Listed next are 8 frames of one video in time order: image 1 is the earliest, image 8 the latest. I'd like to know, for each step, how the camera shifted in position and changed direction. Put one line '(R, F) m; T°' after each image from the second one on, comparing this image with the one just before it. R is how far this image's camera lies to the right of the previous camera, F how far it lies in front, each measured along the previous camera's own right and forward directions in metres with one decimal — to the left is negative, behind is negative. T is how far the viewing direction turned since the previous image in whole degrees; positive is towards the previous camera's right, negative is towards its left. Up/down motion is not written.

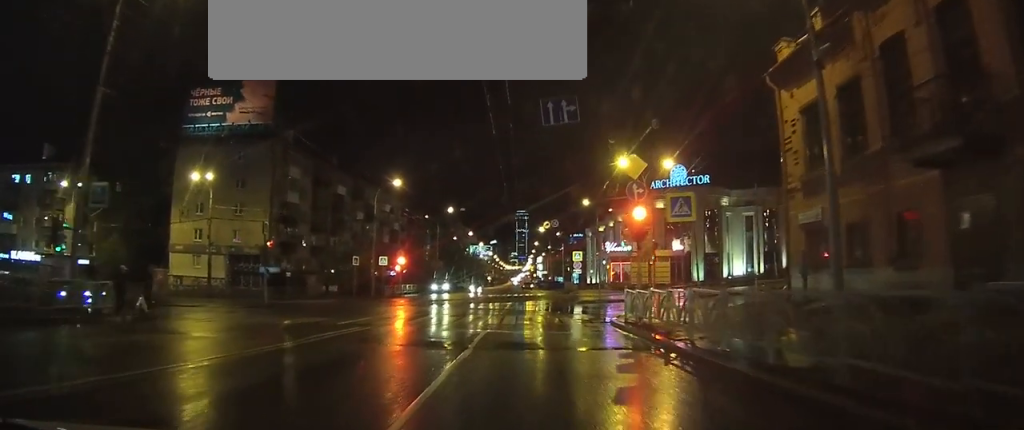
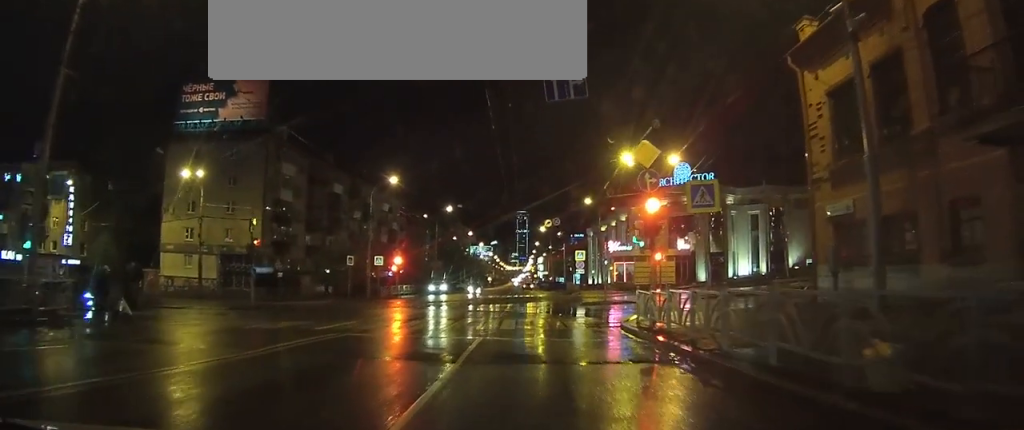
(0.0, +1.8) m; -1°
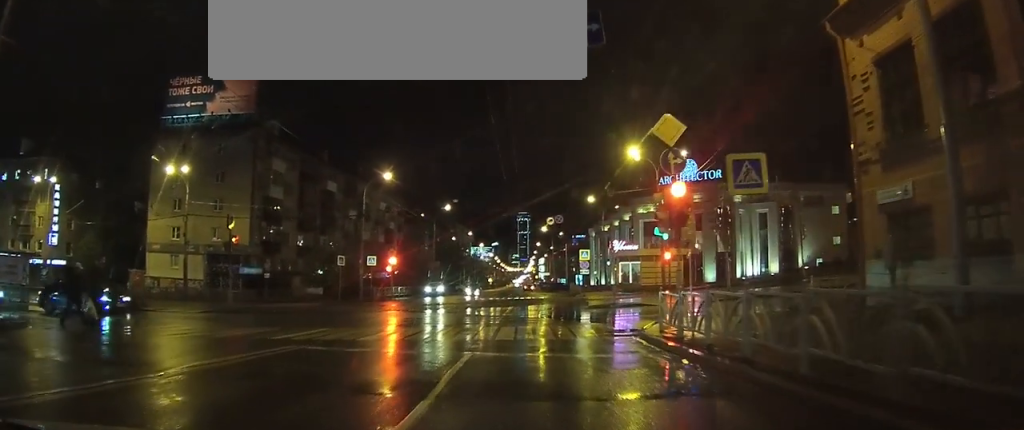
(0.0, +2.6) m; -2°
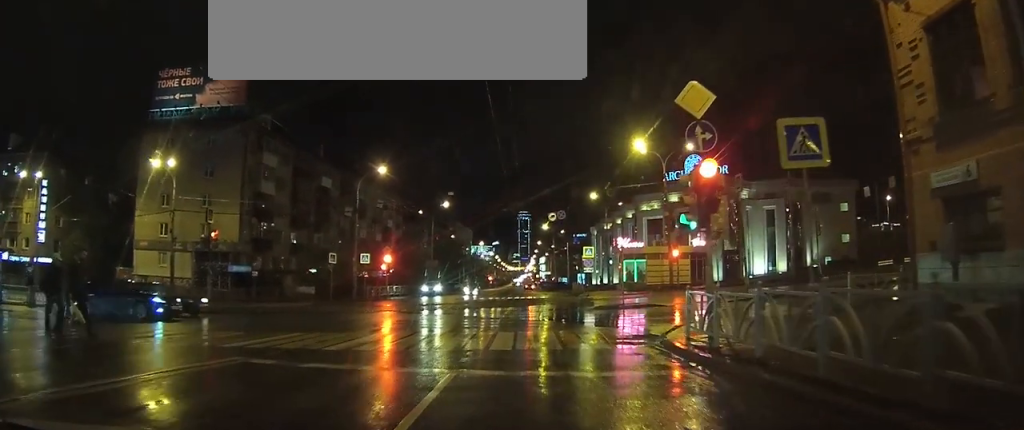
(-0.1, +2.0) m; -3°
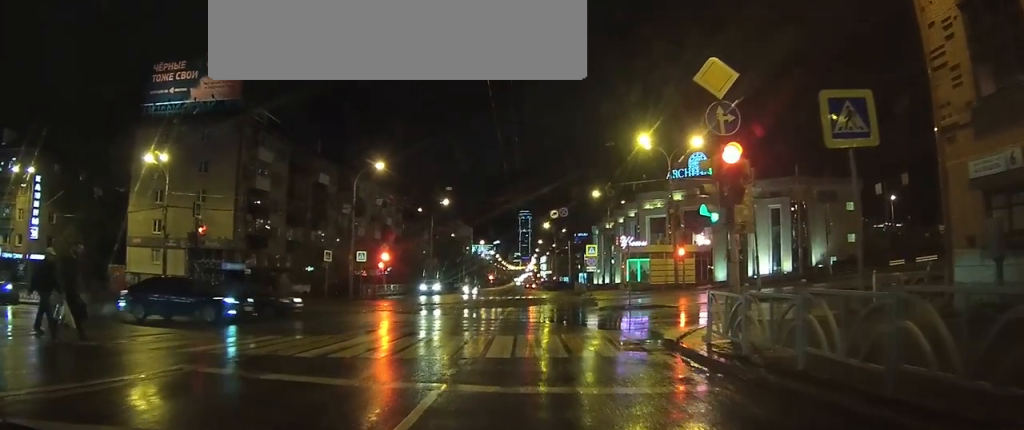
(0.0, +1.1) m; -1°
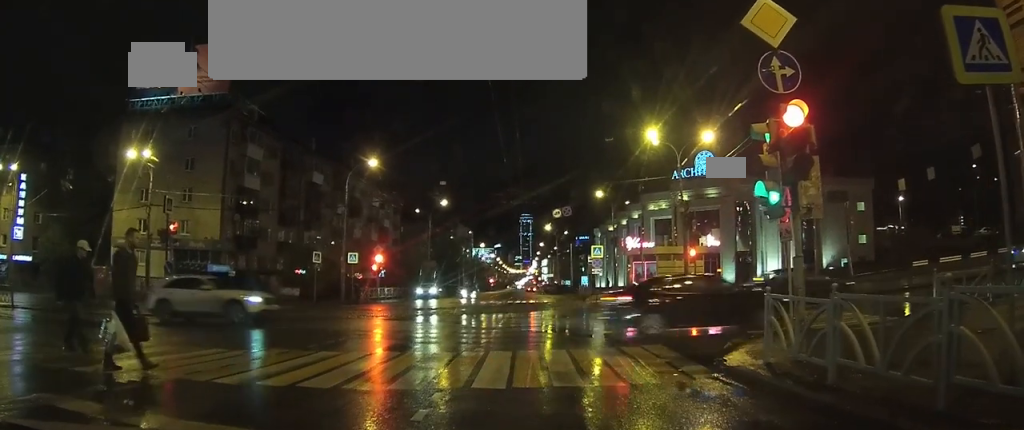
(-0.4, +1.7) m; 0°
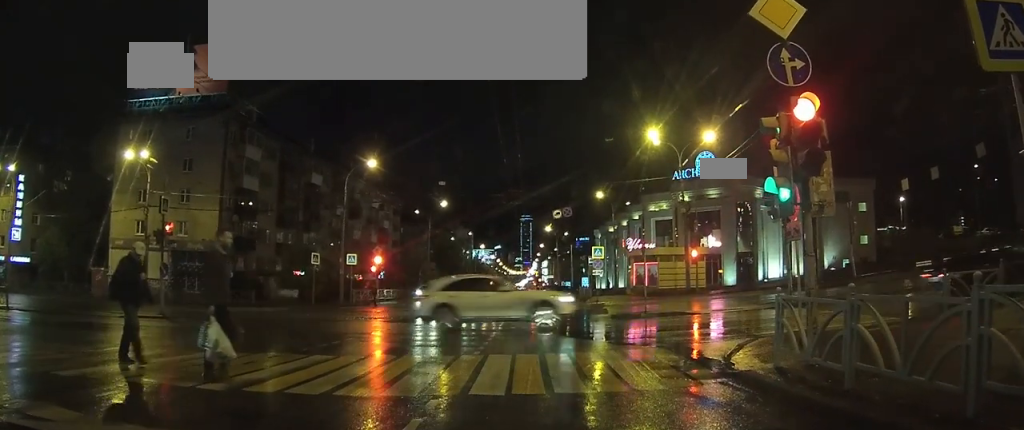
(-0.2, 0.0) m; 0°
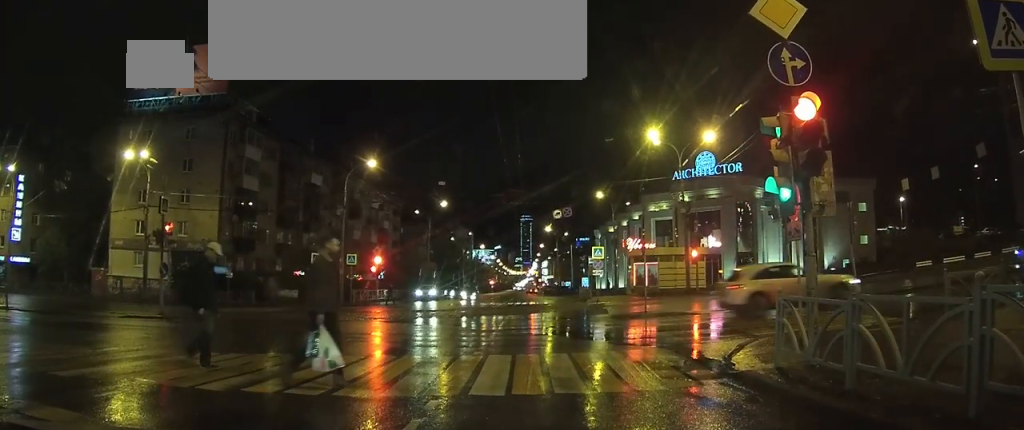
(-0.2, 0.0) m; 0°
